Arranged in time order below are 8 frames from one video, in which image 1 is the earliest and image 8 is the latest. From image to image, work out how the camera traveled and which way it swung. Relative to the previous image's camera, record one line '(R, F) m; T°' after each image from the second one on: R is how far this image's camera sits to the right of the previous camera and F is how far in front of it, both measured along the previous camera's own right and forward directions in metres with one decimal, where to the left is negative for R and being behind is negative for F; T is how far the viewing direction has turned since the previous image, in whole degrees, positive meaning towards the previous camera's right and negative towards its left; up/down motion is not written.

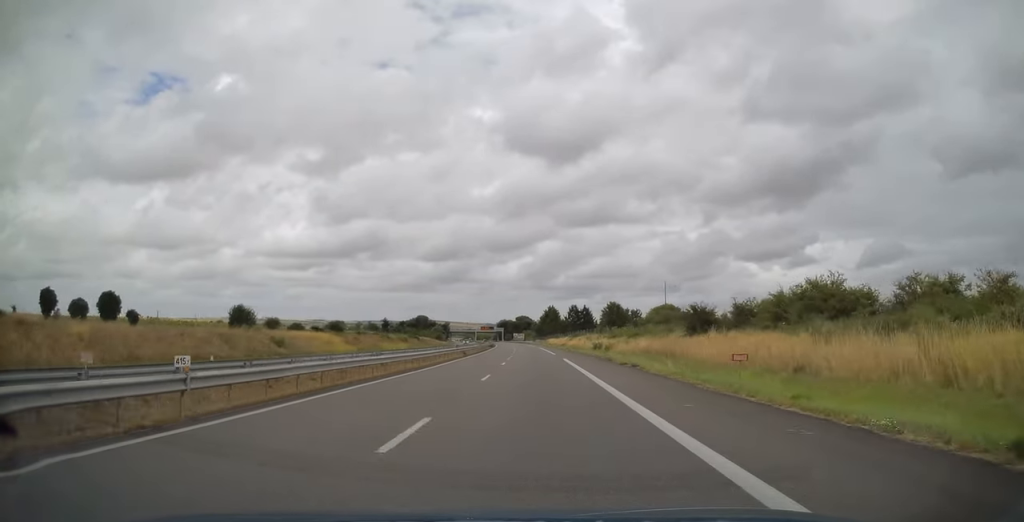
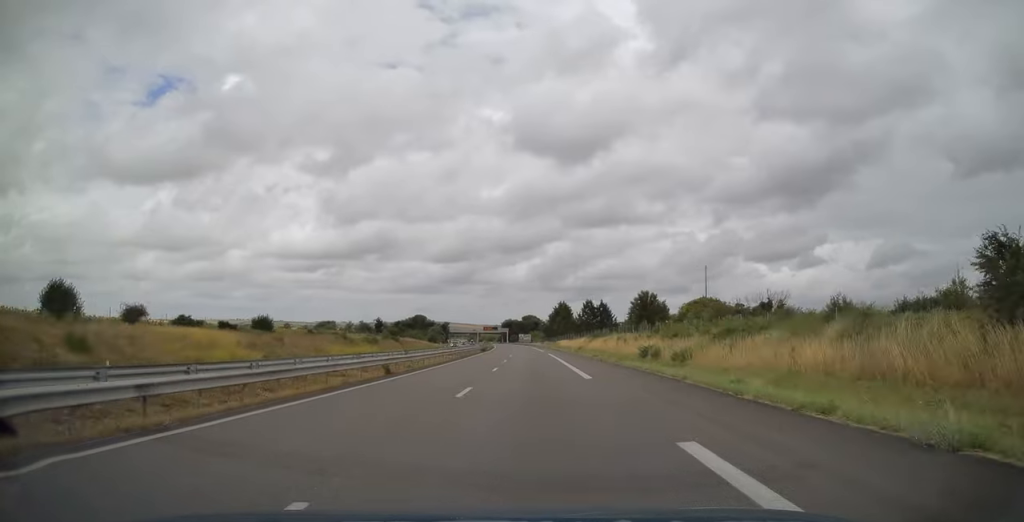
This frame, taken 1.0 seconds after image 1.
(-0.2, +31.3) m; -1°
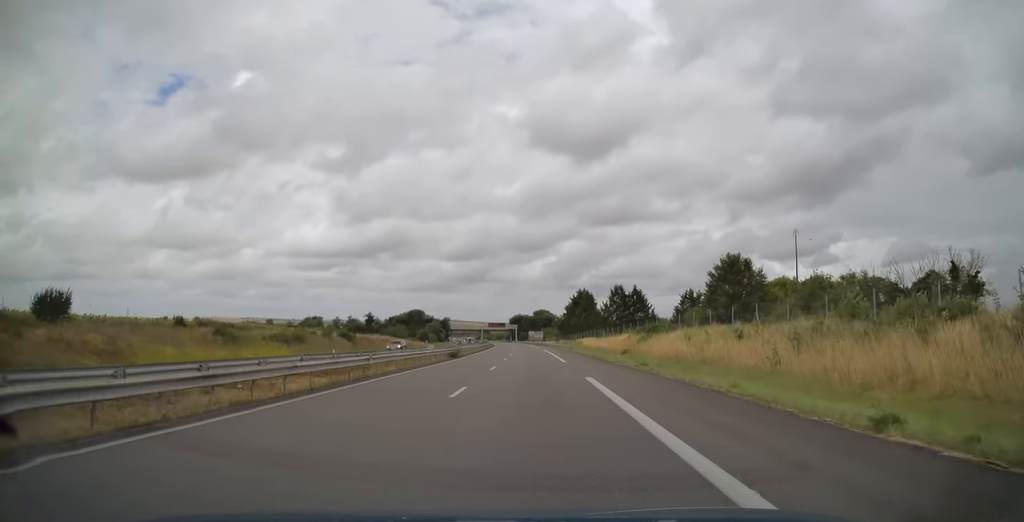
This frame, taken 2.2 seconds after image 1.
(-0.5, +39.4) m; -1°
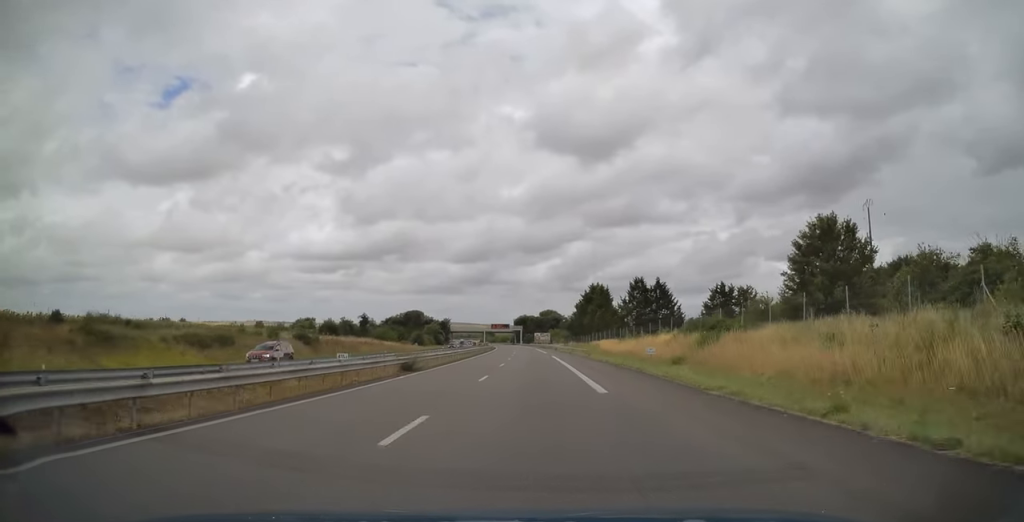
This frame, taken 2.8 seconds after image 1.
(-0.1, +18.9) m; -1°
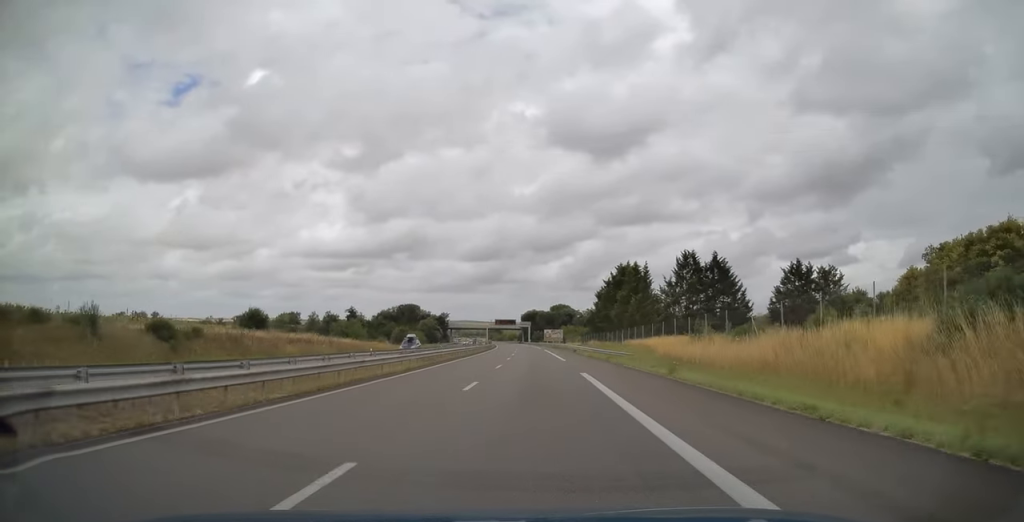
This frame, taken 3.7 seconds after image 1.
(-0.2, +30.7) m; -1°
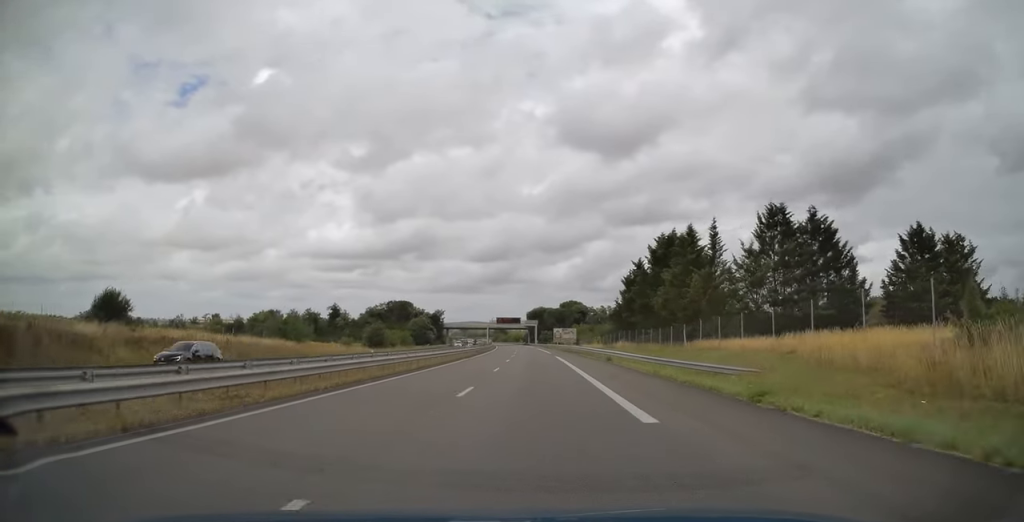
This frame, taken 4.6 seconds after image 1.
(-0.2, +28.0) m; -1°
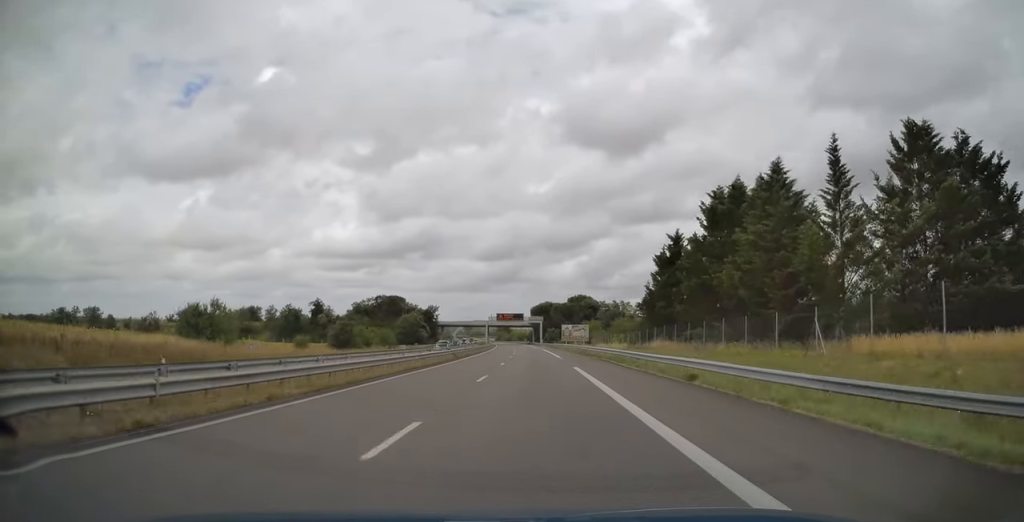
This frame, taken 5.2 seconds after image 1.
(0.0, +21.0) m; -1°
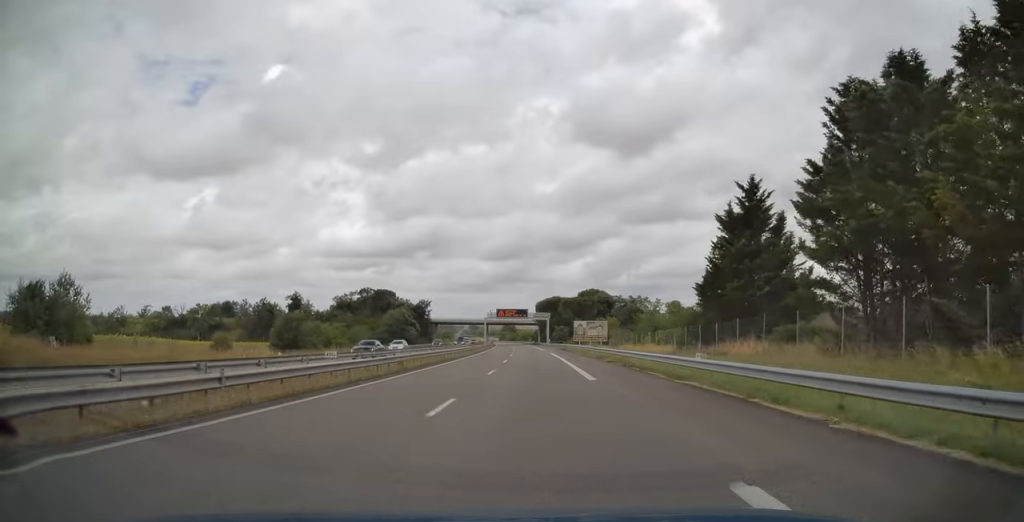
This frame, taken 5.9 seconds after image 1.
(-0.2, +22.0) m; -1°
